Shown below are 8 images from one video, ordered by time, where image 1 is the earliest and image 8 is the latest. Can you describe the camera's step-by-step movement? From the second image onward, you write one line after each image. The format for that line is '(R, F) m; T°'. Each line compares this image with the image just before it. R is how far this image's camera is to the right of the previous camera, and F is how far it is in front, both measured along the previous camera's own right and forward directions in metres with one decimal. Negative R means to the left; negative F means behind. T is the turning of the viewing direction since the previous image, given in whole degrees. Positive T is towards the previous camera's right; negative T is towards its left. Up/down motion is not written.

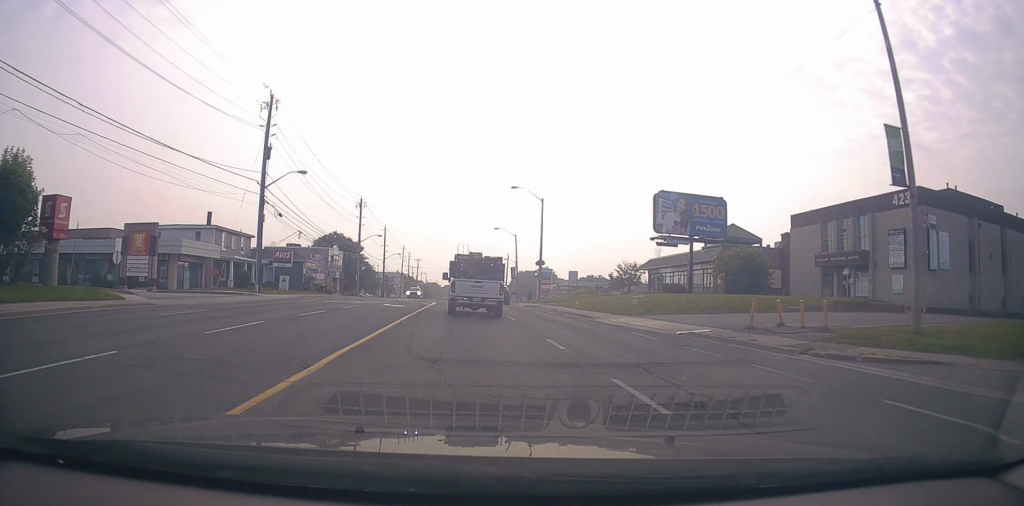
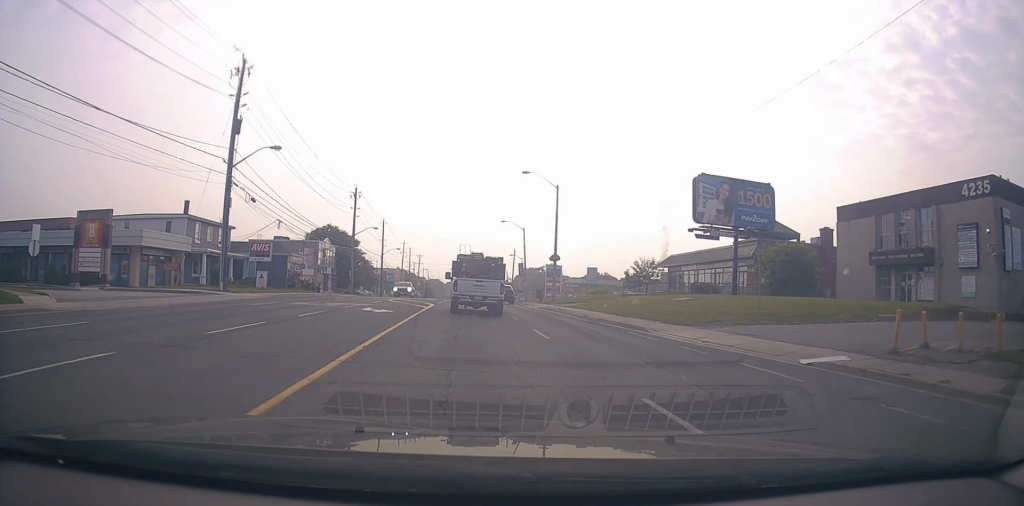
(+0.3, +7.1) m; 0°
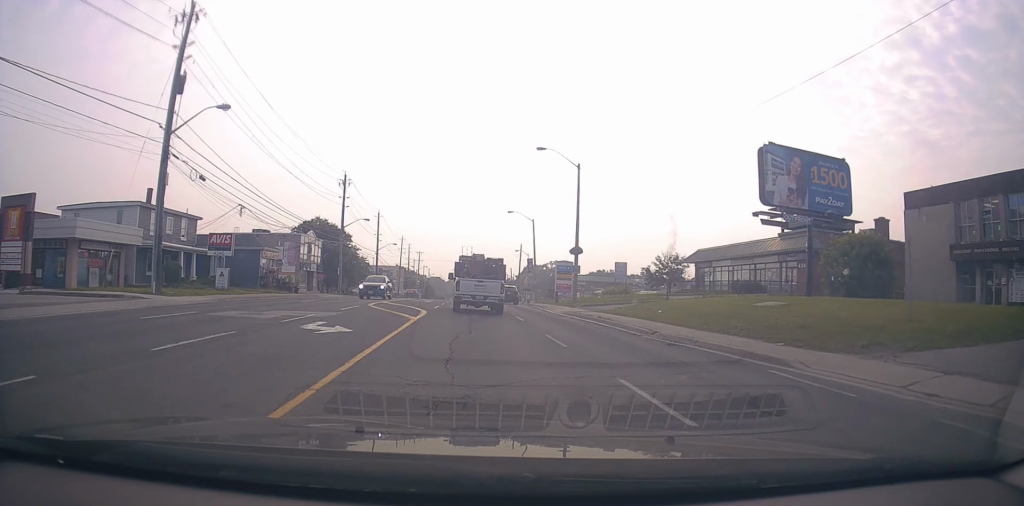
(-0.3, +8.7) m; 0°
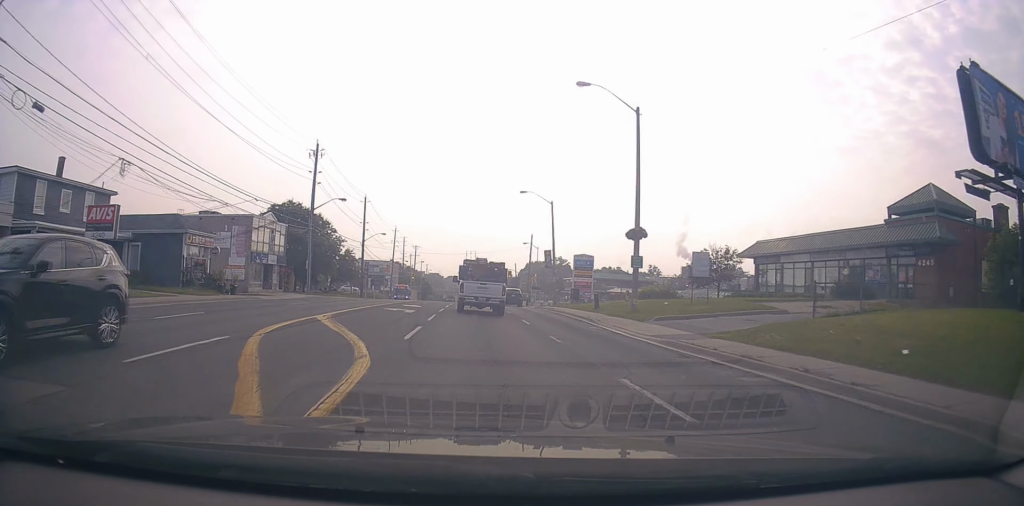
(+0.1, +14.5) m; 0°
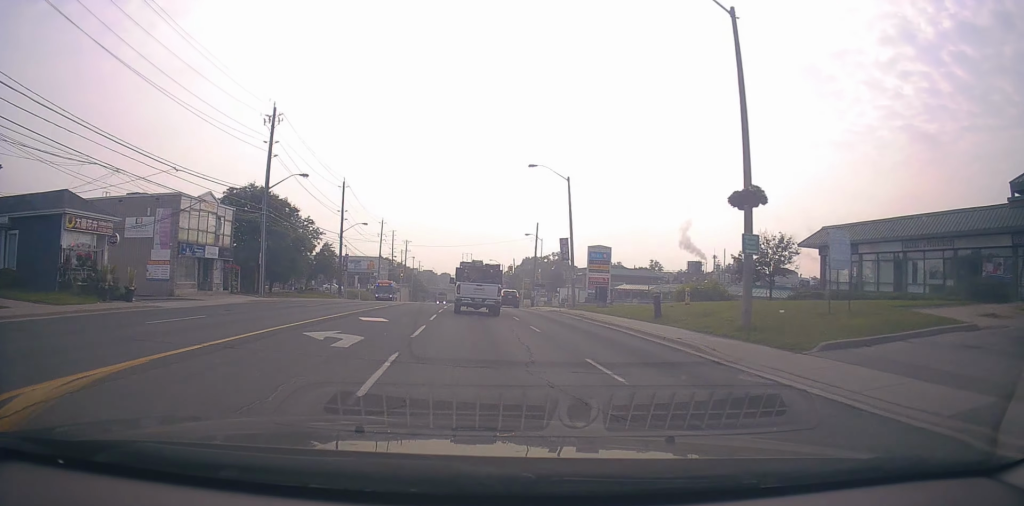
(-0.2, +11.8) m; 0°
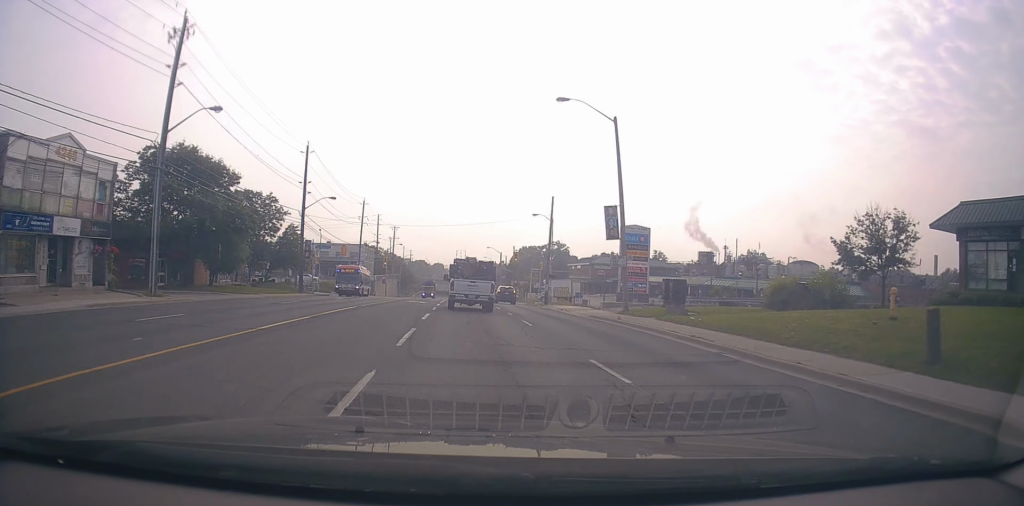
(+0.4, +15.4) m; -1°
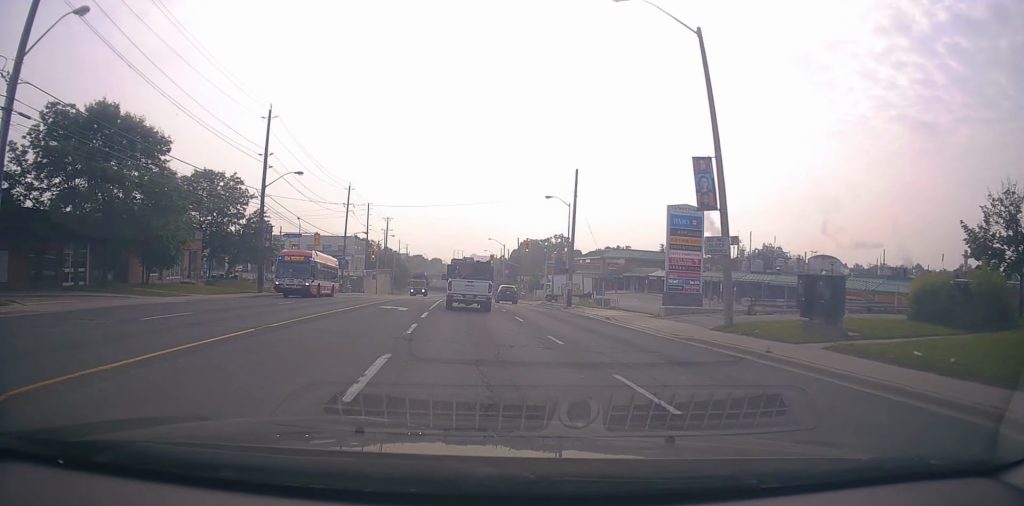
(-0.8, +11.9) m; 0°
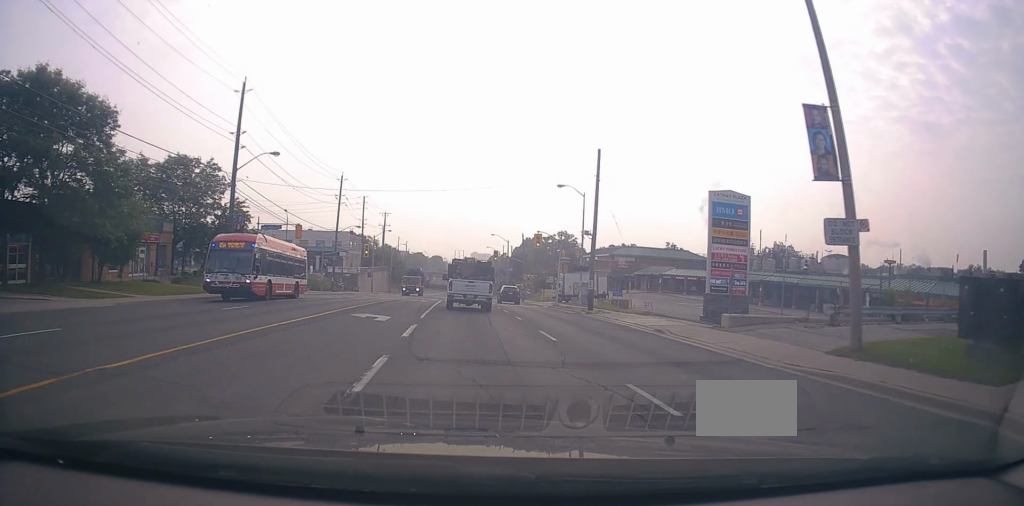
(+0.3, +6.6) m; +2°
